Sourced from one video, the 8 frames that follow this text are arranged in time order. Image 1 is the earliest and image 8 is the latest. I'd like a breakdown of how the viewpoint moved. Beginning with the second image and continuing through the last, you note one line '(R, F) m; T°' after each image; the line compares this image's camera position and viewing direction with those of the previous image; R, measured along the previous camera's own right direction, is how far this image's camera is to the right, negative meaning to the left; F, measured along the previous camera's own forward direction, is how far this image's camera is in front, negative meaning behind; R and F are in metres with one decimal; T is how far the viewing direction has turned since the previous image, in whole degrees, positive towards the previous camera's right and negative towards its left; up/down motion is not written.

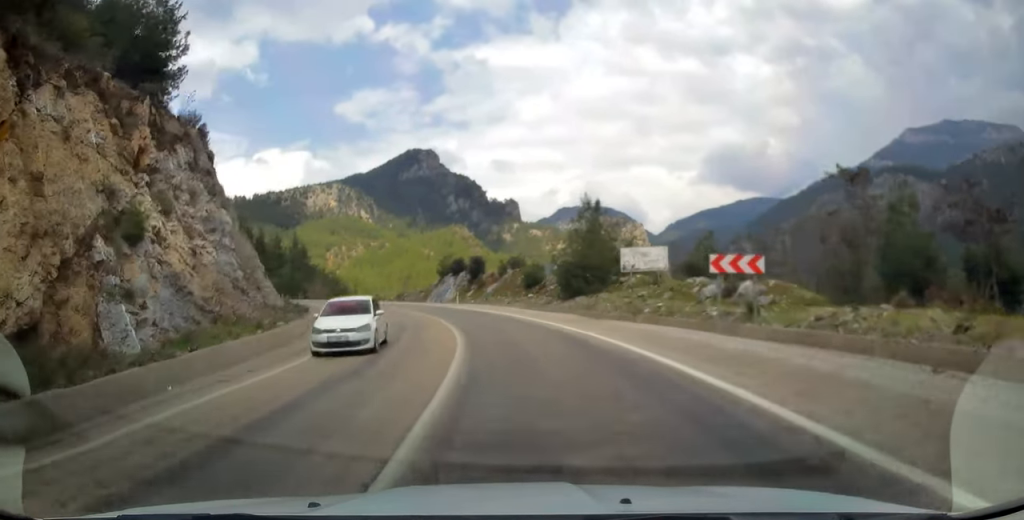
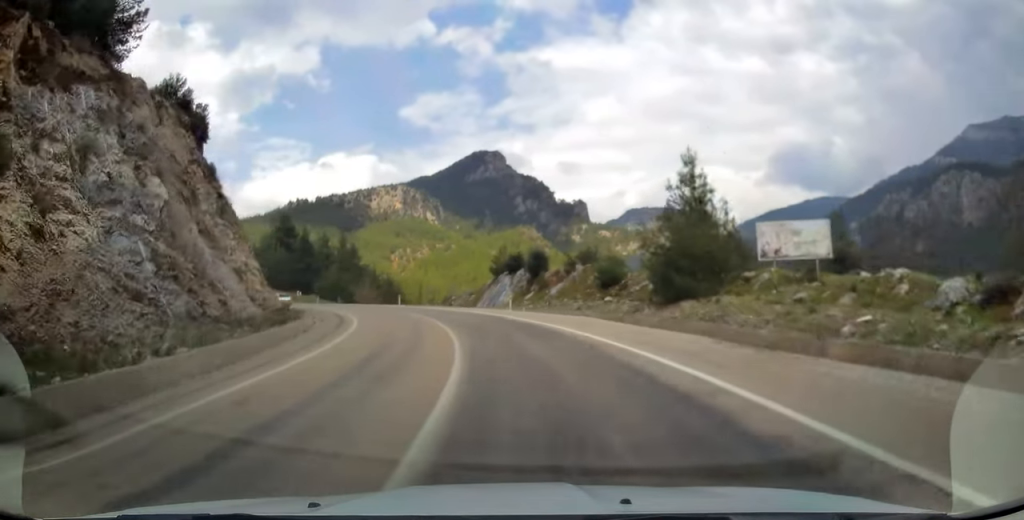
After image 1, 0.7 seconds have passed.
(-0.3, +12.3) m; -6°
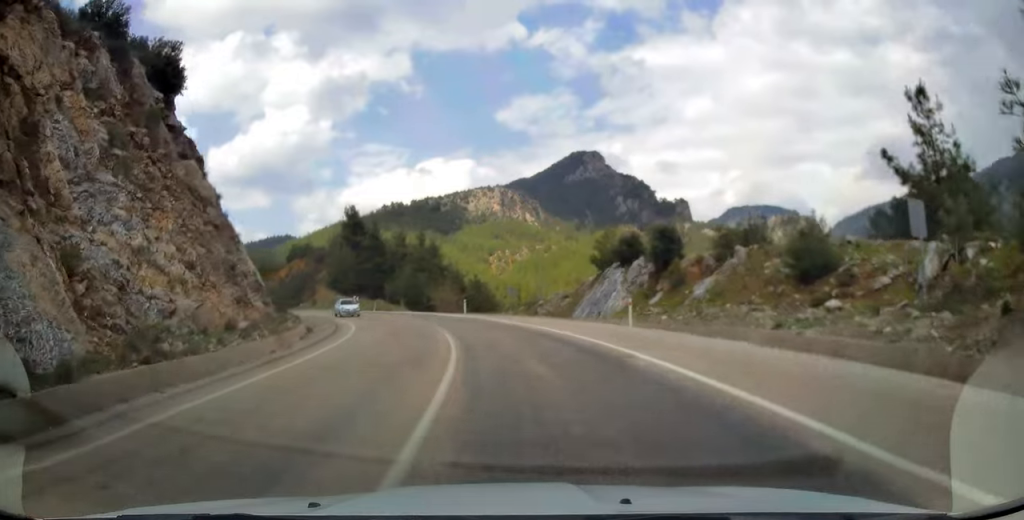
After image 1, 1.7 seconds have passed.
(-1.5, +17.6) m; -10°
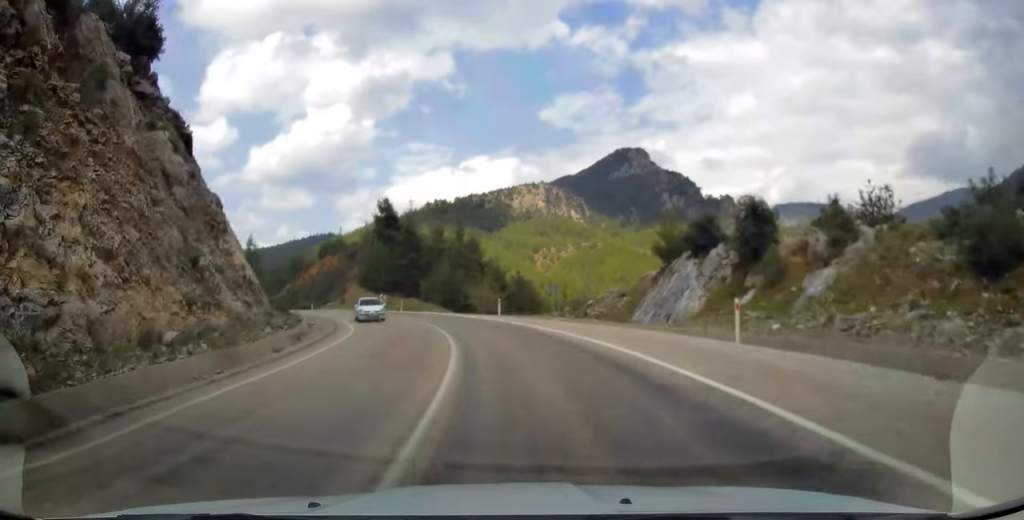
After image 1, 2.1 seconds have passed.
(-0.5, +7.4) m; -4°
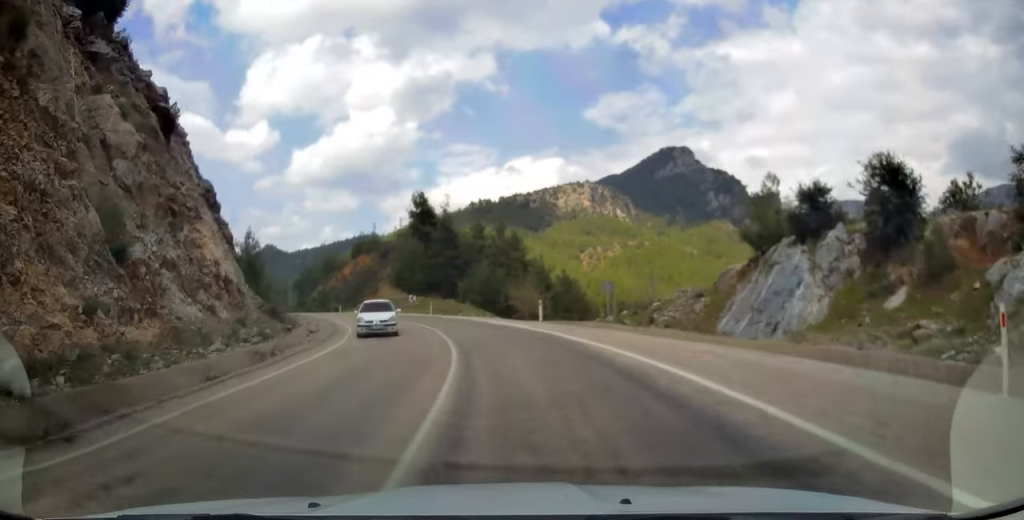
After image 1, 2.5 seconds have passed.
(-0.2, +7.4) m; -4°
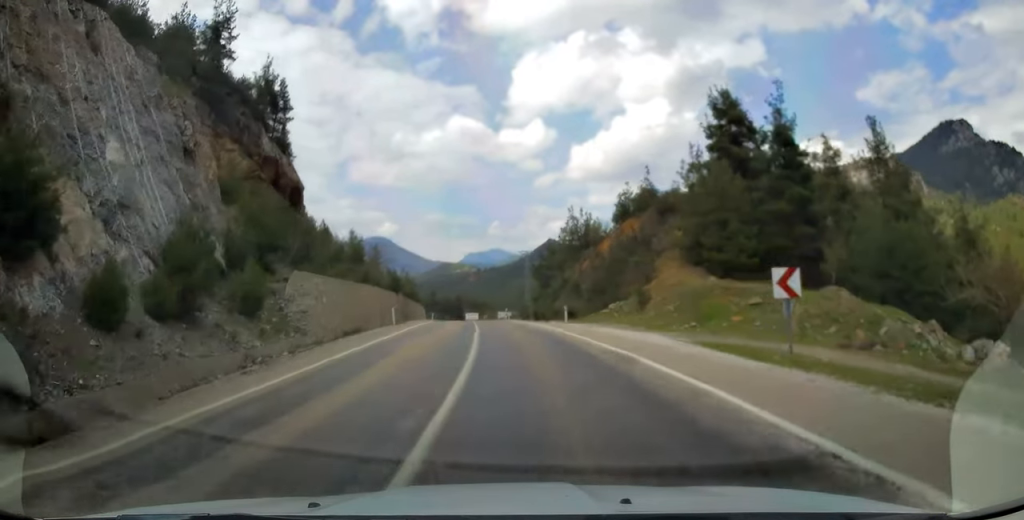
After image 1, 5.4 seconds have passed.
(-11.4, +45.9) m; -26°
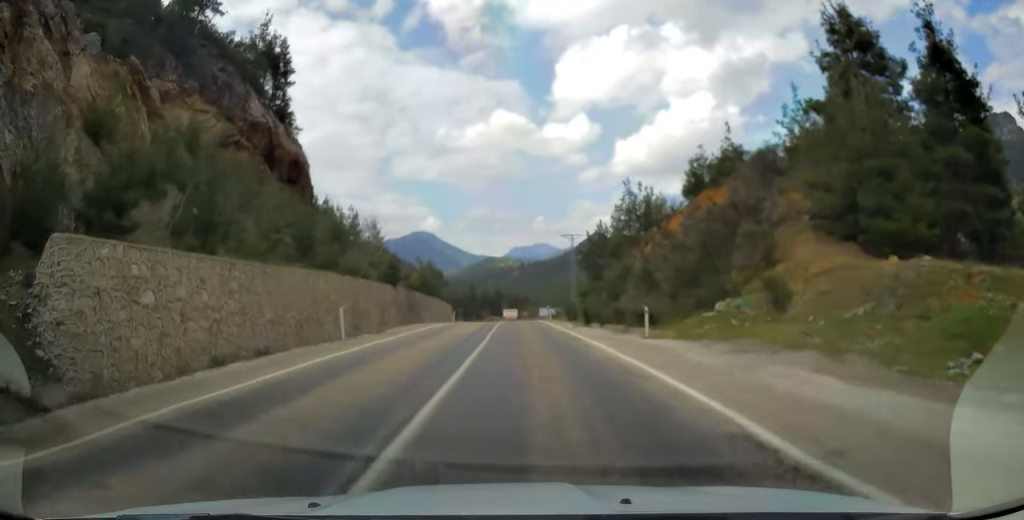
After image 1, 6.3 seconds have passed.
(-1.1, +16.3) m; -6°
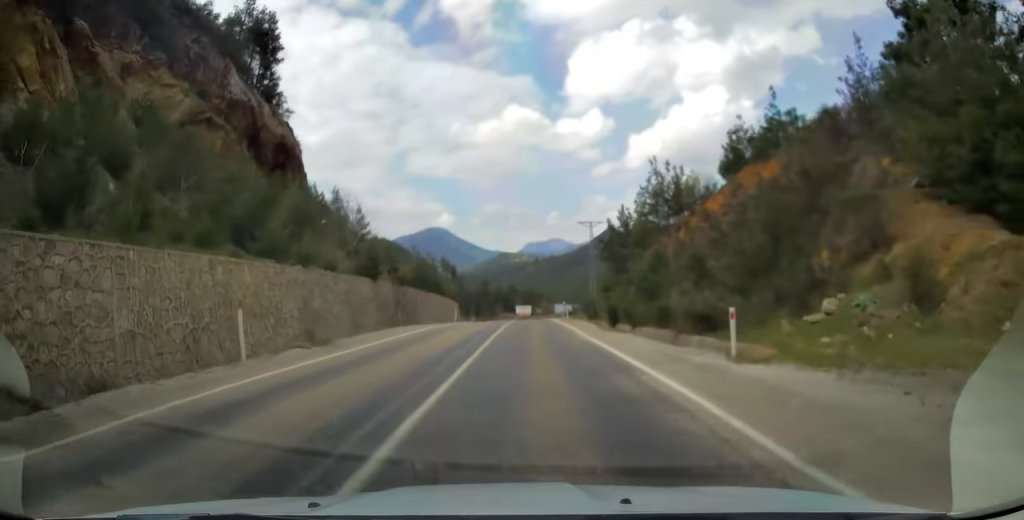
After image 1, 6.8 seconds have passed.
(-0.2, +8.4) m; -3°
